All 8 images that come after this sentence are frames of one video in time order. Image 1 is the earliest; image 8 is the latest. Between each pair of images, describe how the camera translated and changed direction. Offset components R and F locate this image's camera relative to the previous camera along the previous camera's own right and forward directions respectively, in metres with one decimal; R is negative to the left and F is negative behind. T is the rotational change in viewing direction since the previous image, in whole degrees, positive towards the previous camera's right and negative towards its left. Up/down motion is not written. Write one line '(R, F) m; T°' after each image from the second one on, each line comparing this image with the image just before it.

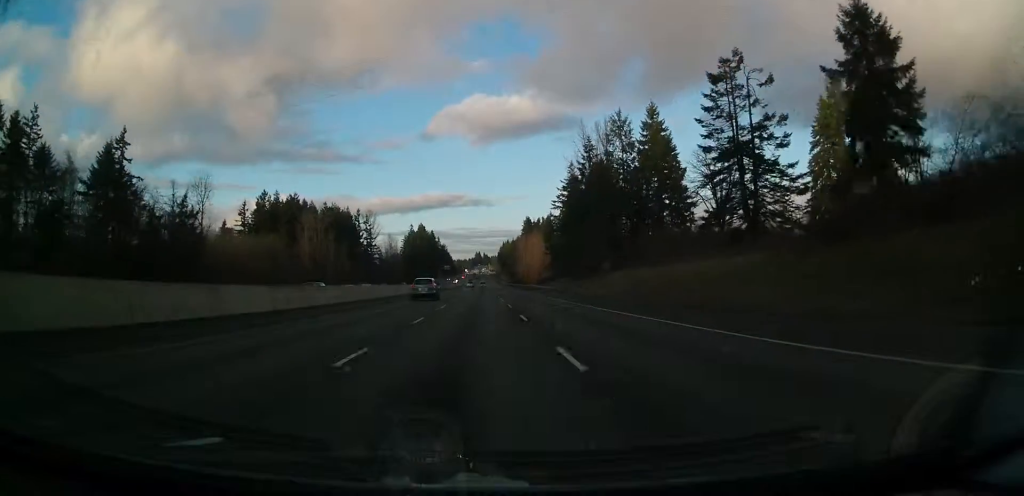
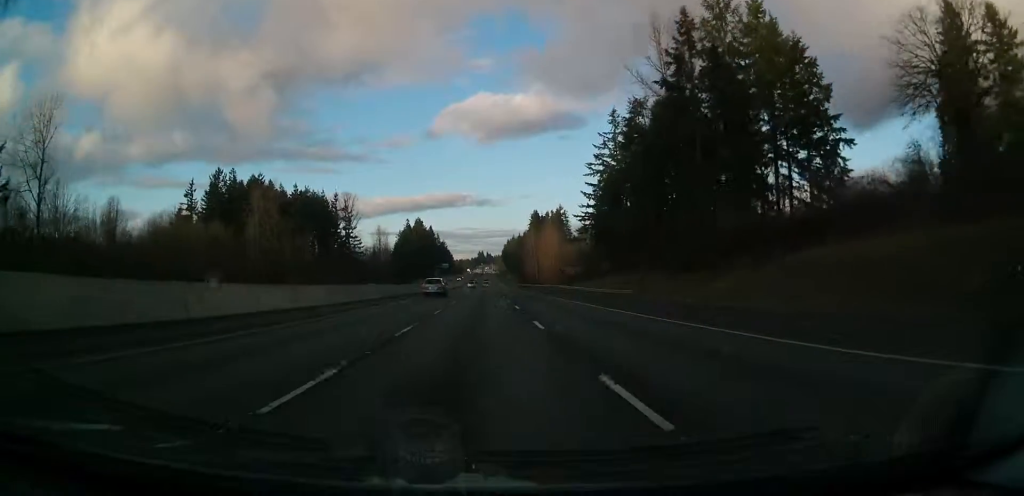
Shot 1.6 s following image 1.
(0.0, +51.7) m; 0°
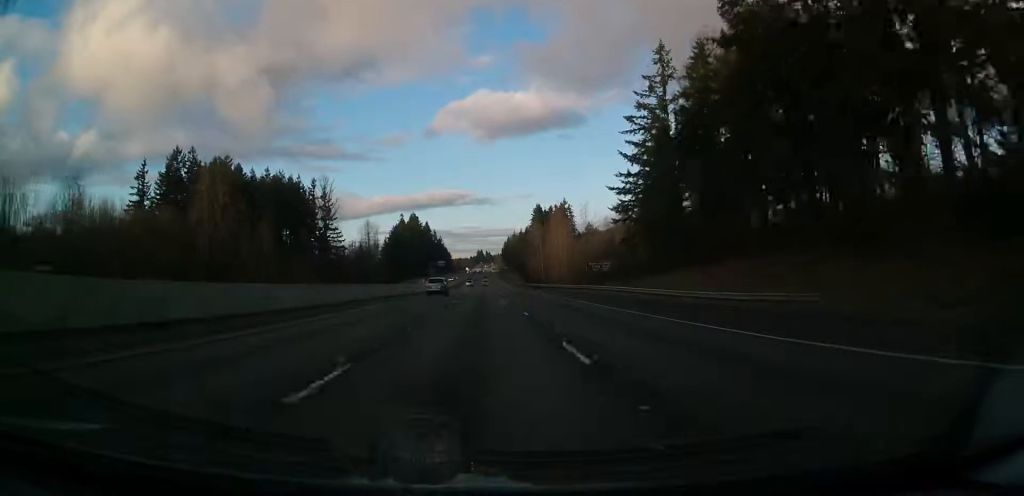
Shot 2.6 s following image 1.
(-0.1, +32.3) m; 0°
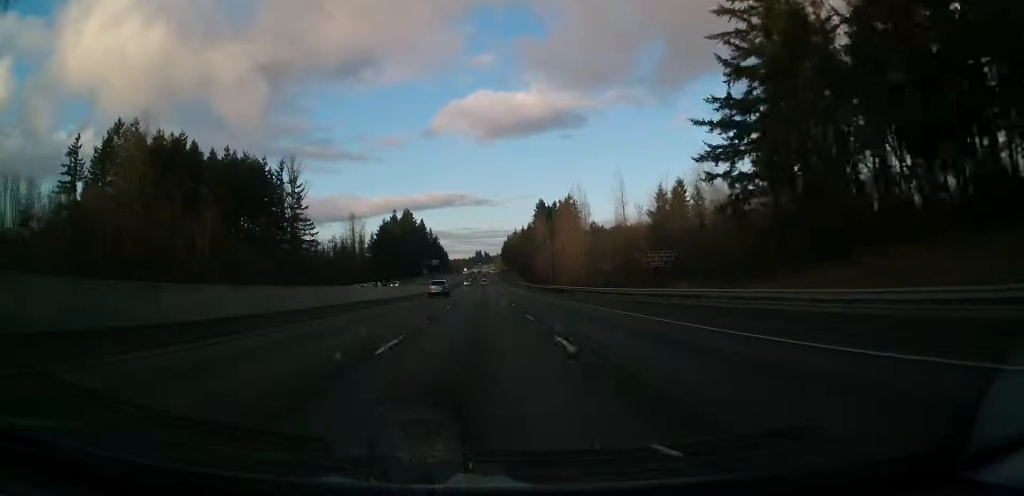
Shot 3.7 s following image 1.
(0.0, +34.5) m; 0°
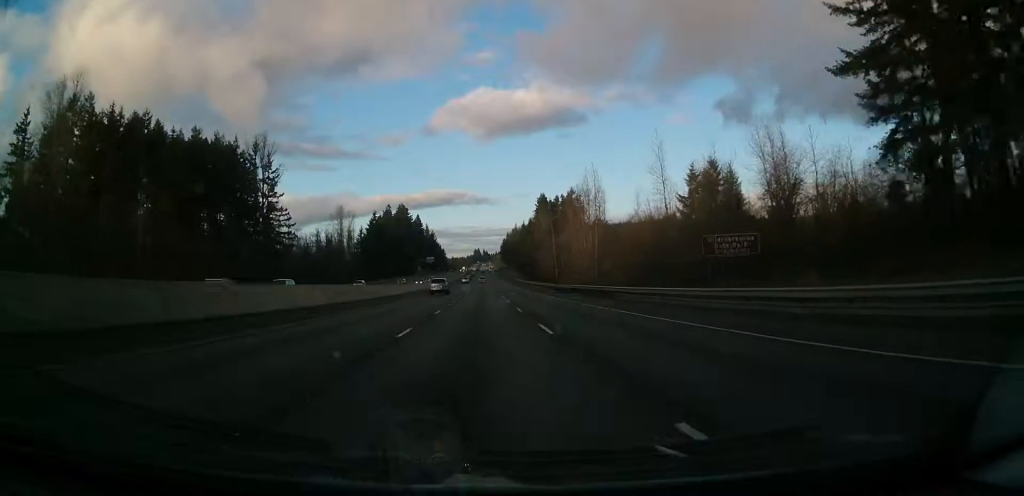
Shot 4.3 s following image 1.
(+0.1, +21.5) m; 0°
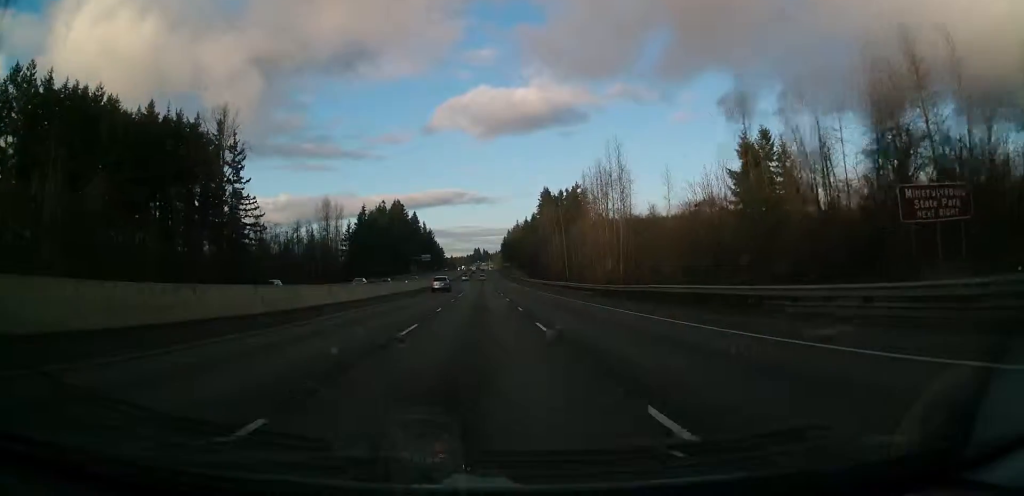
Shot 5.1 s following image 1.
(-0.3, +23.6) m; 0°
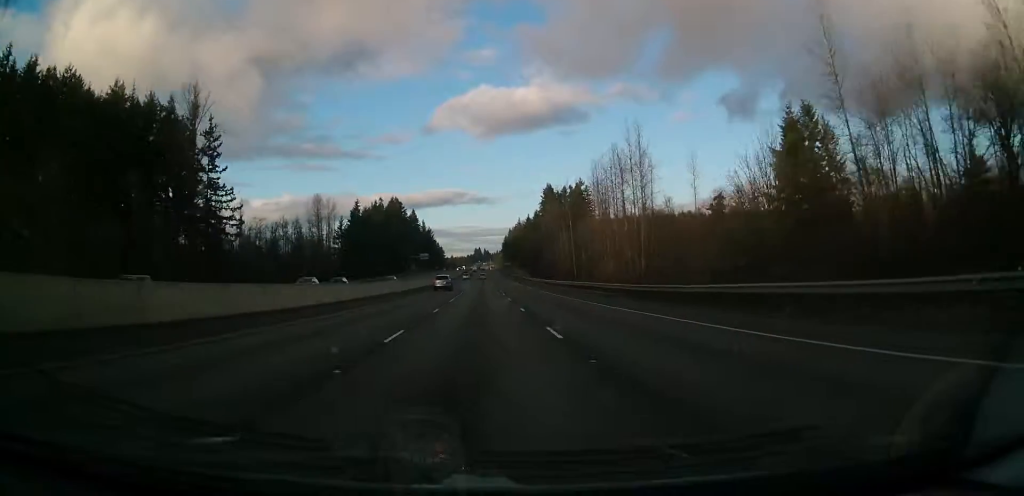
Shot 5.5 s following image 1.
(0.0, +14.0) m; 0°
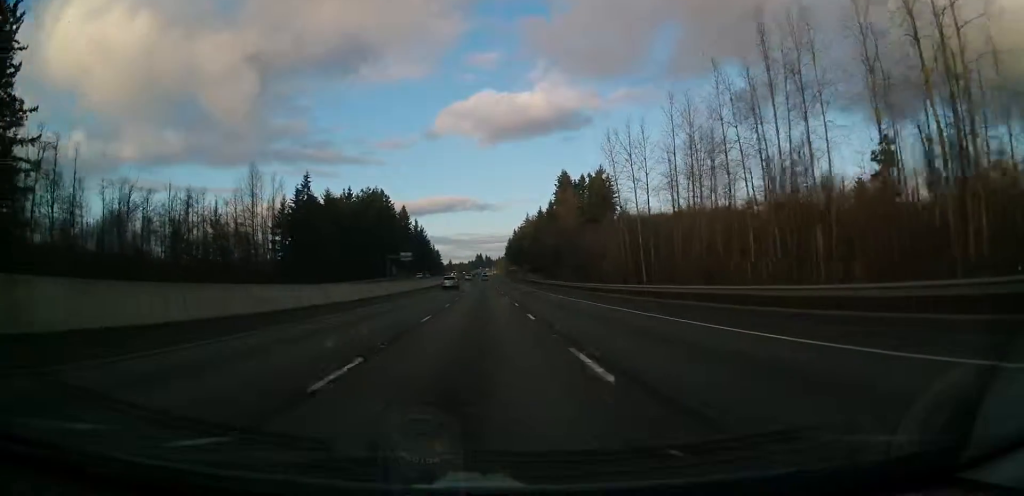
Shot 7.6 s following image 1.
(+0.4, +66.9) m; 0°
